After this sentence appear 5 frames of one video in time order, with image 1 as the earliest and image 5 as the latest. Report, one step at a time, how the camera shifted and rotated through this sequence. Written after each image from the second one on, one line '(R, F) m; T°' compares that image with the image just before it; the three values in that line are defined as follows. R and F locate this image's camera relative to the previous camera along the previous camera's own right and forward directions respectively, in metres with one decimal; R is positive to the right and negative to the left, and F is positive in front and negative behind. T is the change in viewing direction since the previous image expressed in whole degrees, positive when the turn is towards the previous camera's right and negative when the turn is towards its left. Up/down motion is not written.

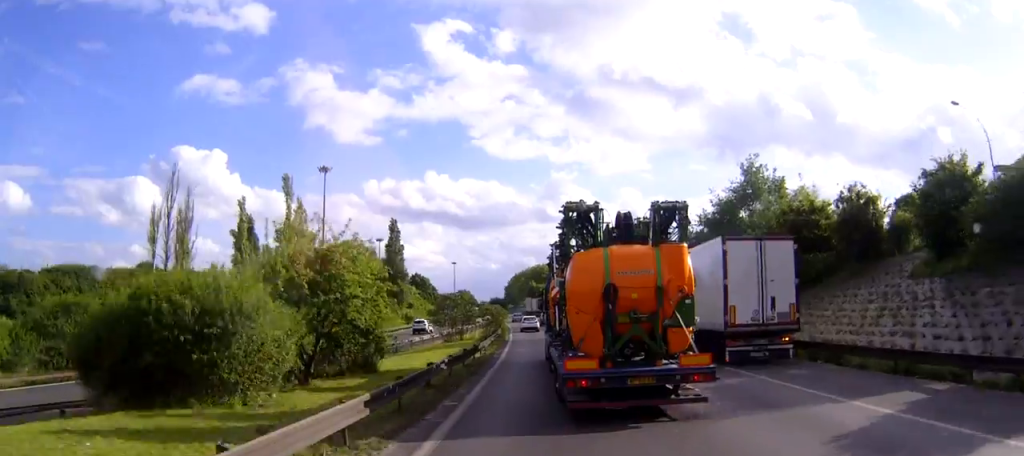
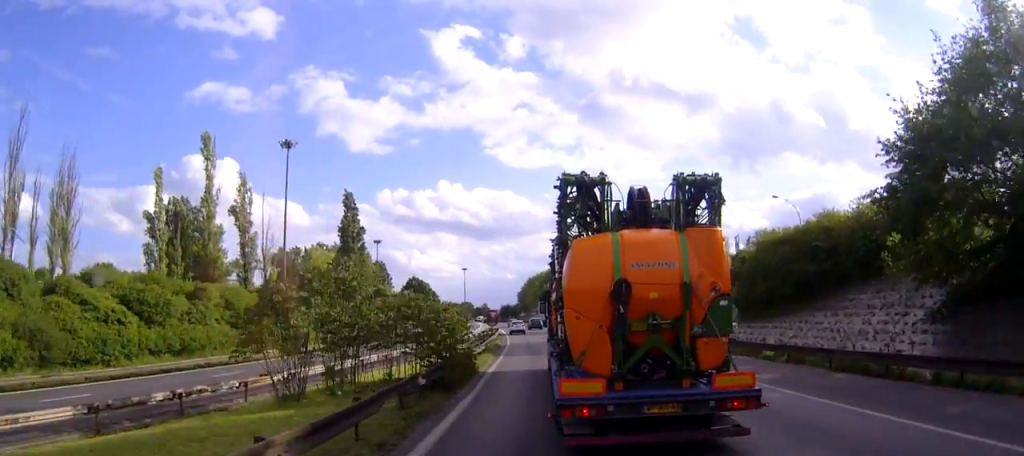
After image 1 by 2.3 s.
(-0.7, +36.2) m; -2°
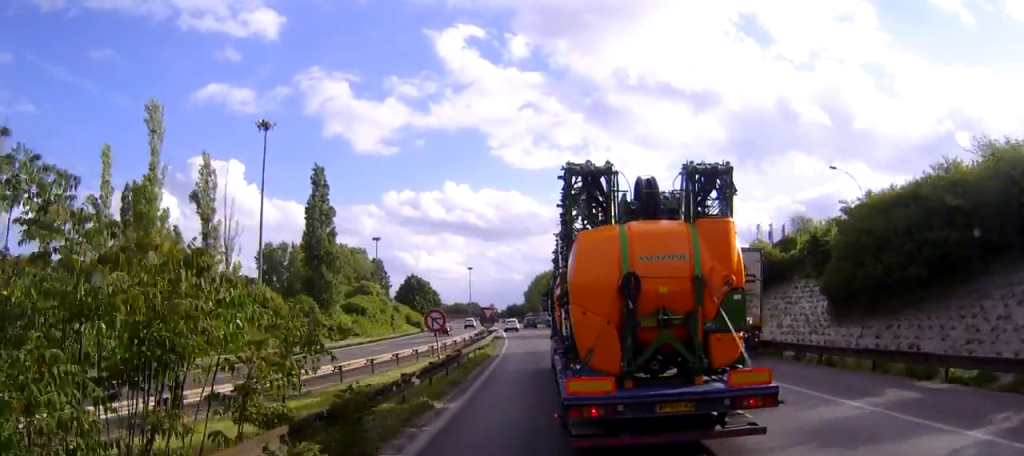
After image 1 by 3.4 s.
(-0.1, +15.7) m; 0°
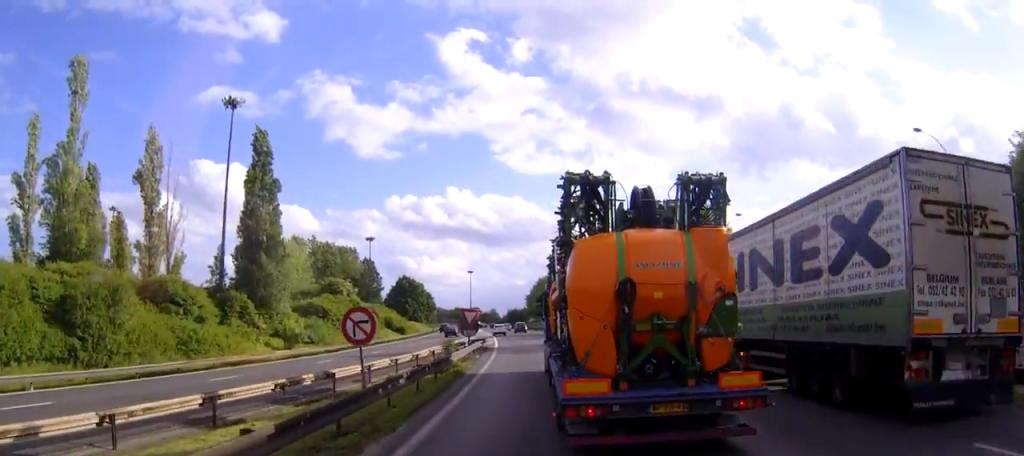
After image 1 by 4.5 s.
(-0.1, +16.5) m; 0°
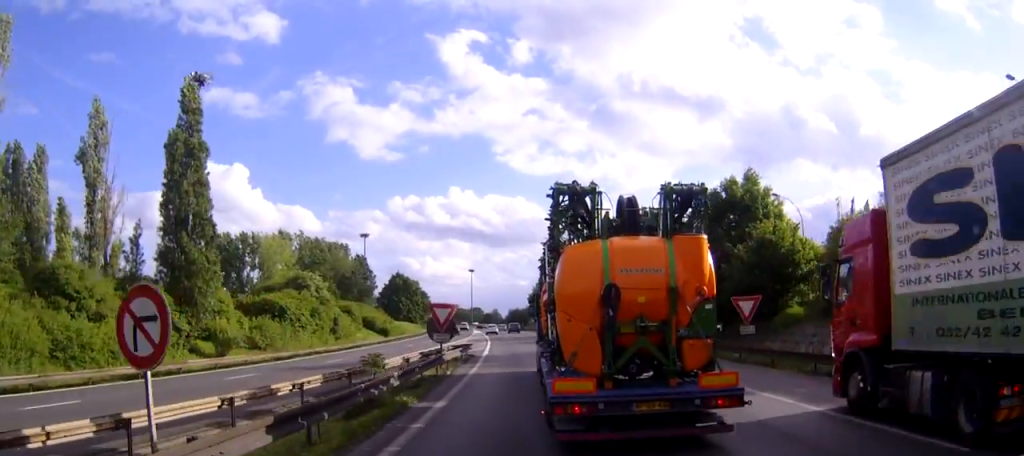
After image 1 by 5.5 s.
(0.0, +12.9) m; 0°
